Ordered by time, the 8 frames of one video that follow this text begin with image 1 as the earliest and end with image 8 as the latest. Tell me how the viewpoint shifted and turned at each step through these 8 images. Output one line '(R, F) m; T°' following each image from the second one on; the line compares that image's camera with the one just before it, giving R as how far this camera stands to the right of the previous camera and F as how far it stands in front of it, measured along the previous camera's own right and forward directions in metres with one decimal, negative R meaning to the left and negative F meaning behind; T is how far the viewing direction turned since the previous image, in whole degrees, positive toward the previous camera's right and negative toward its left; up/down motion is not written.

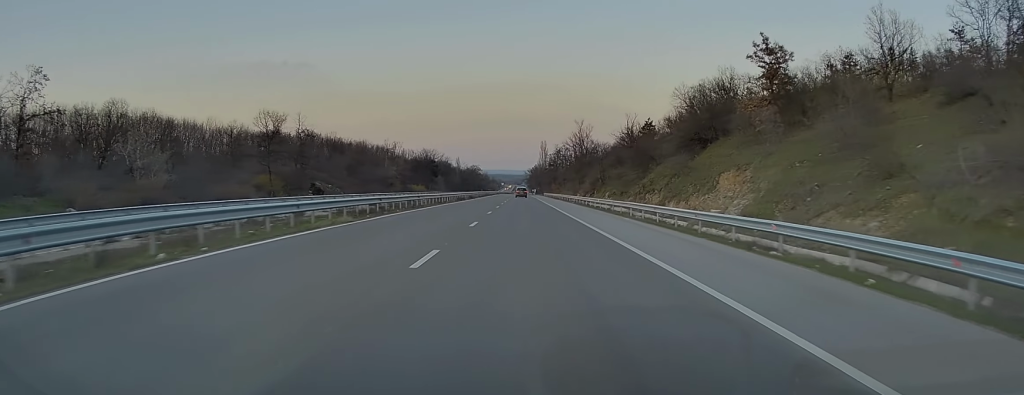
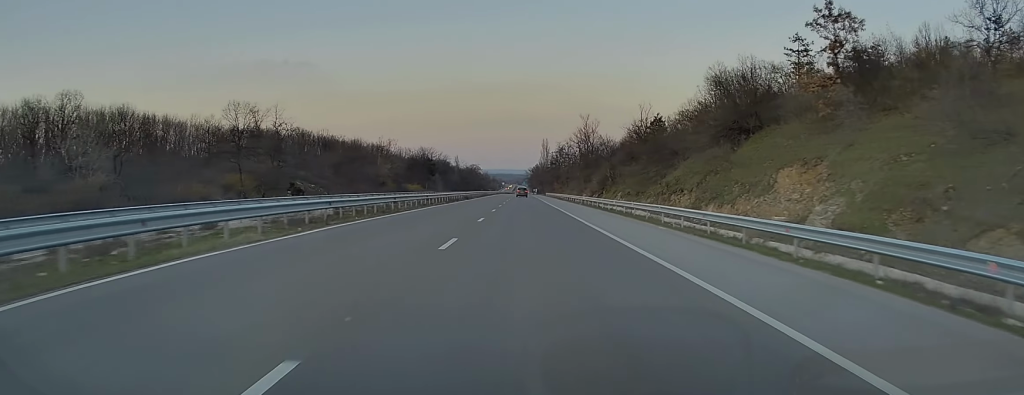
(0.0, +8.9) m; 0°
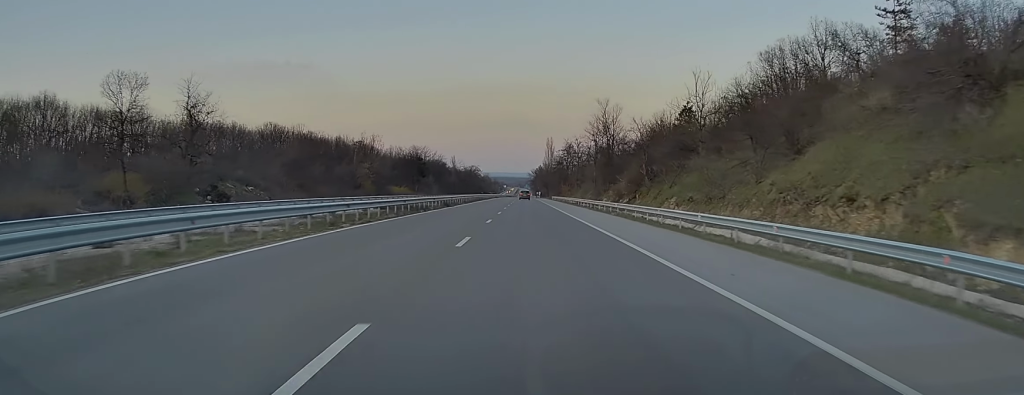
(-0.2, +22.4) m; -1°
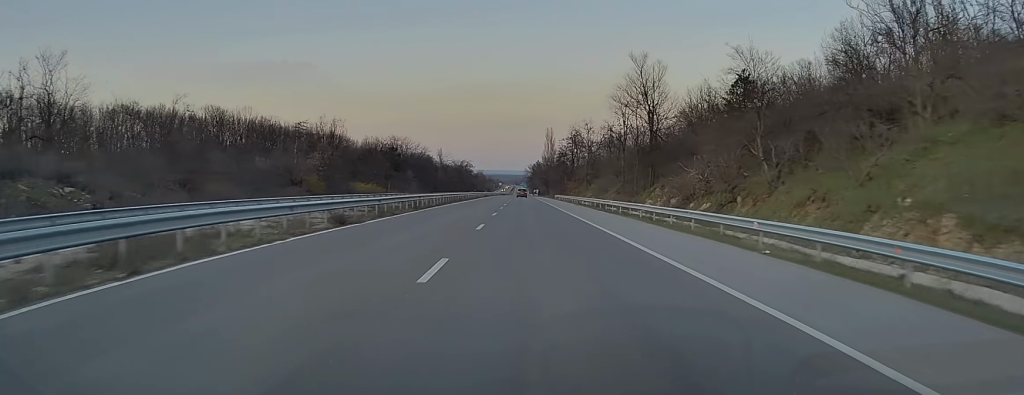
(0.0, +29.9) m; +1°
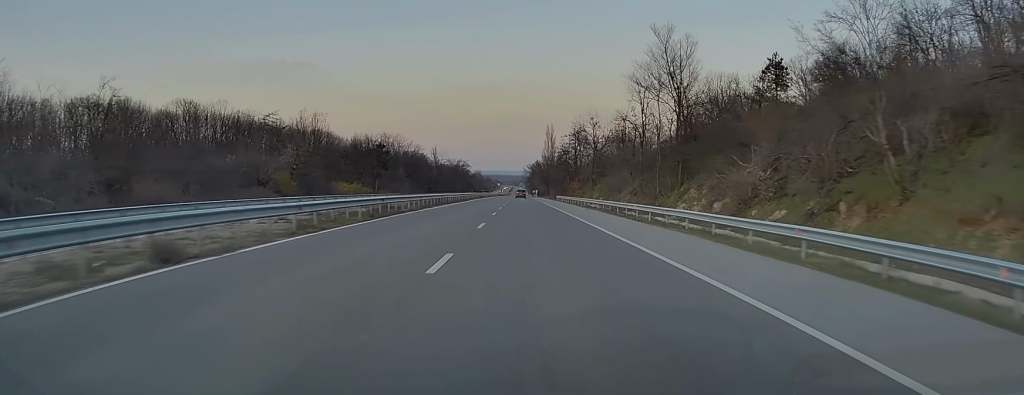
(+0.2, +11.1) m; 0°
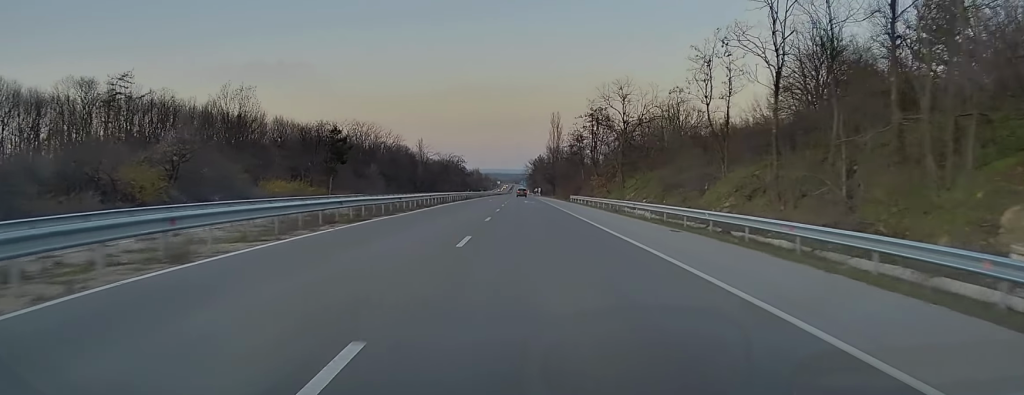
(-0.4, +31.4) m; -1°
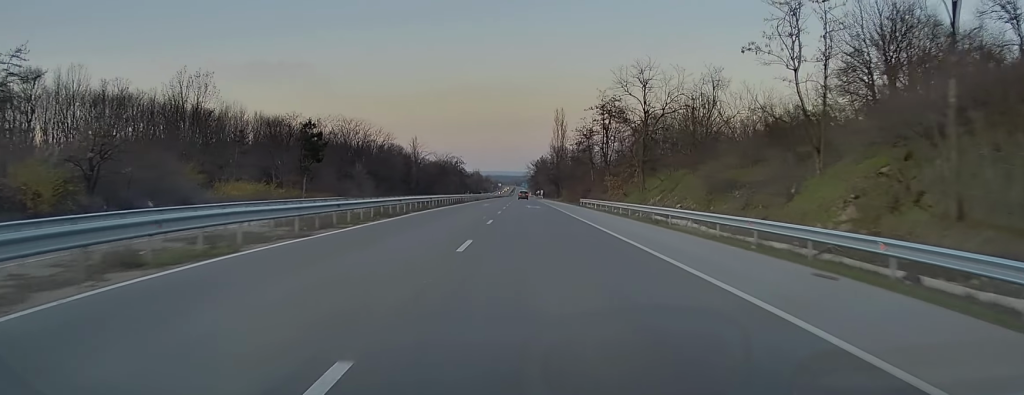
(+0.2, +12.6) m; 0°
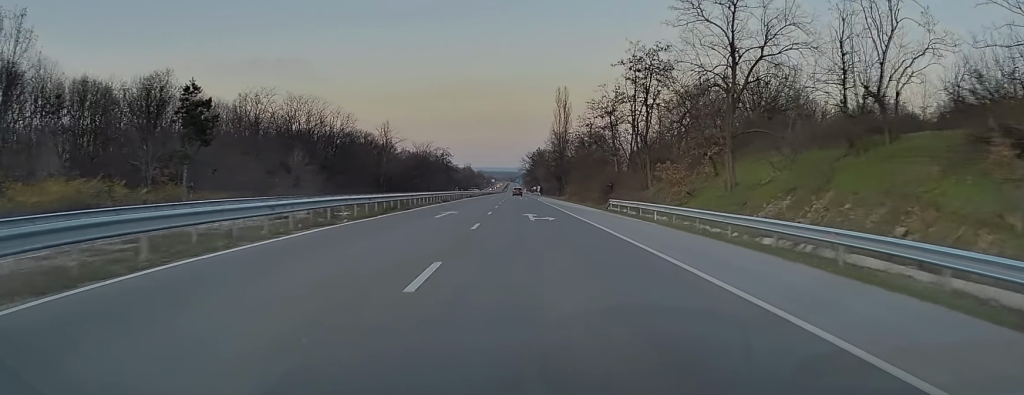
(+0.1, +29.9) m; 0°
